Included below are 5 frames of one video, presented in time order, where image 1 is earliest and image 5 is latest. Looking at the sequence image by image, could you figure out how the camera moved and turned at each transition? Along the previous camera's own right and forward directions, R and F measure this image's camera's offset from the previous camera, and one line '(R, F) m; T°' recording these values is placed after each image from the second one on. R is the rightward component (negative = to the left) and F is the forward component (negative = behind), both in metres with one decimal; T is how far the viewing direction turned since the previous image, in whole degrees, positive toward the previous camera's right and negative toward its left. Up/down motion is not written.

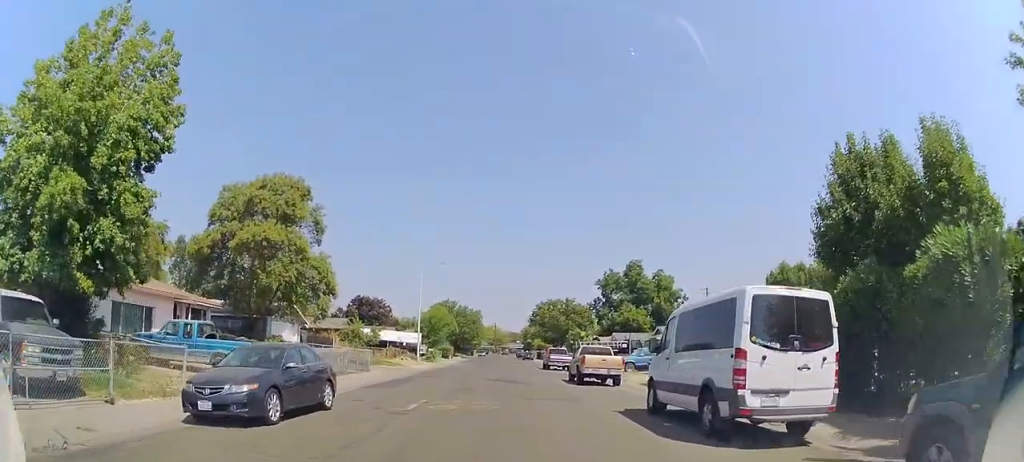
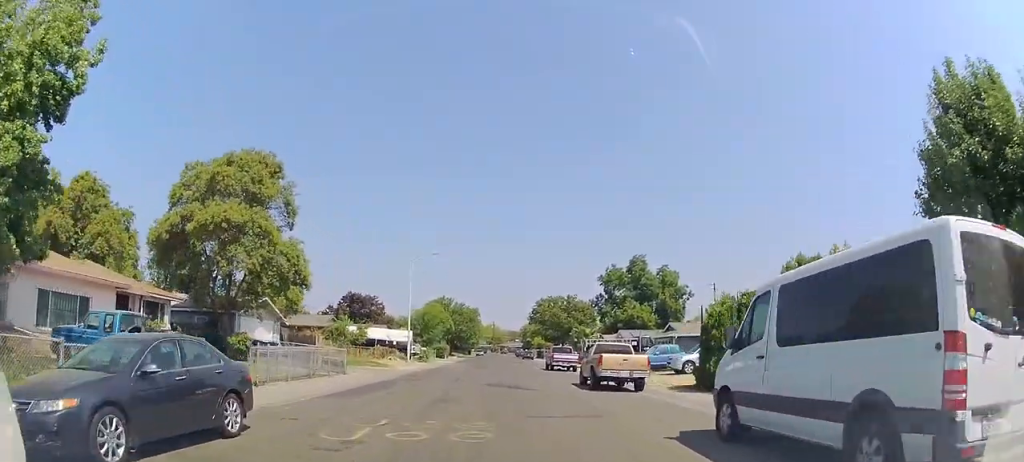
(0.0, +4.3) m; 0°
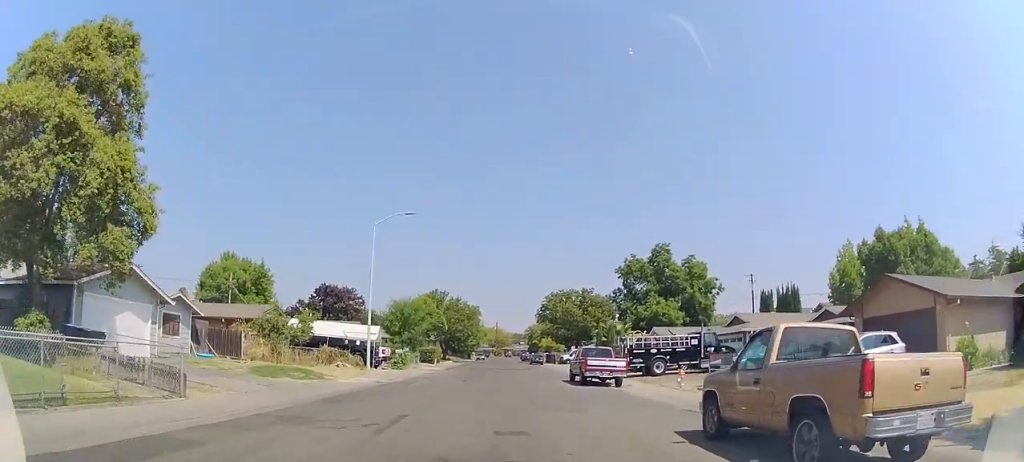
(+0.2, +13.9) m; +2°
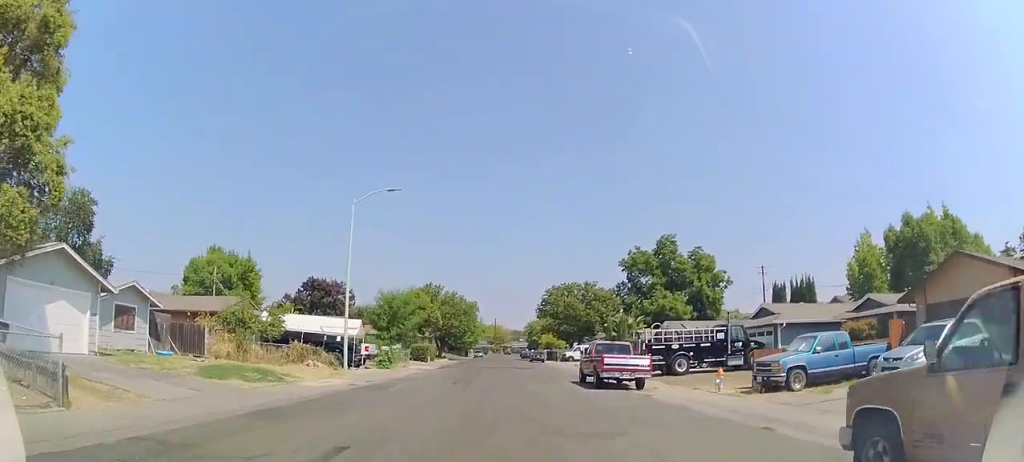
(0.0, +4.2) m; 0°
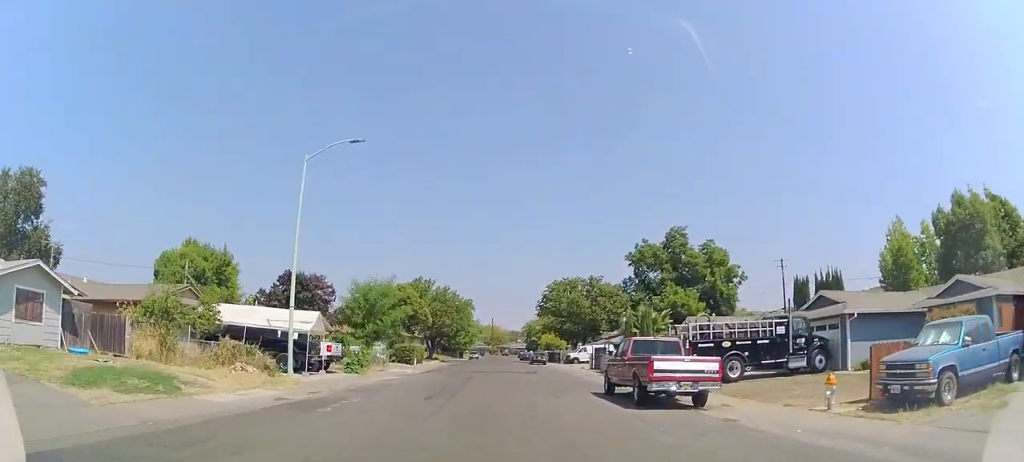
(0.0, +6.7) m; 0°
